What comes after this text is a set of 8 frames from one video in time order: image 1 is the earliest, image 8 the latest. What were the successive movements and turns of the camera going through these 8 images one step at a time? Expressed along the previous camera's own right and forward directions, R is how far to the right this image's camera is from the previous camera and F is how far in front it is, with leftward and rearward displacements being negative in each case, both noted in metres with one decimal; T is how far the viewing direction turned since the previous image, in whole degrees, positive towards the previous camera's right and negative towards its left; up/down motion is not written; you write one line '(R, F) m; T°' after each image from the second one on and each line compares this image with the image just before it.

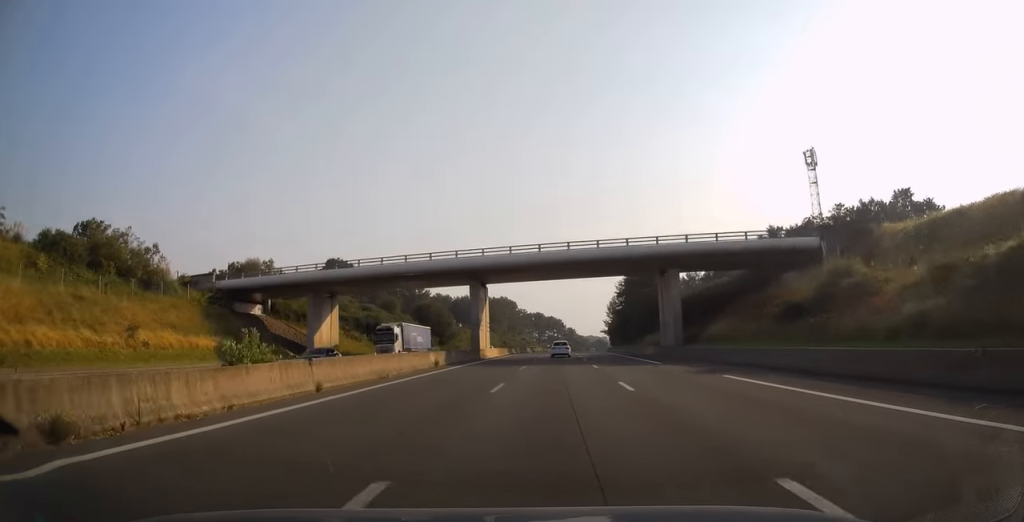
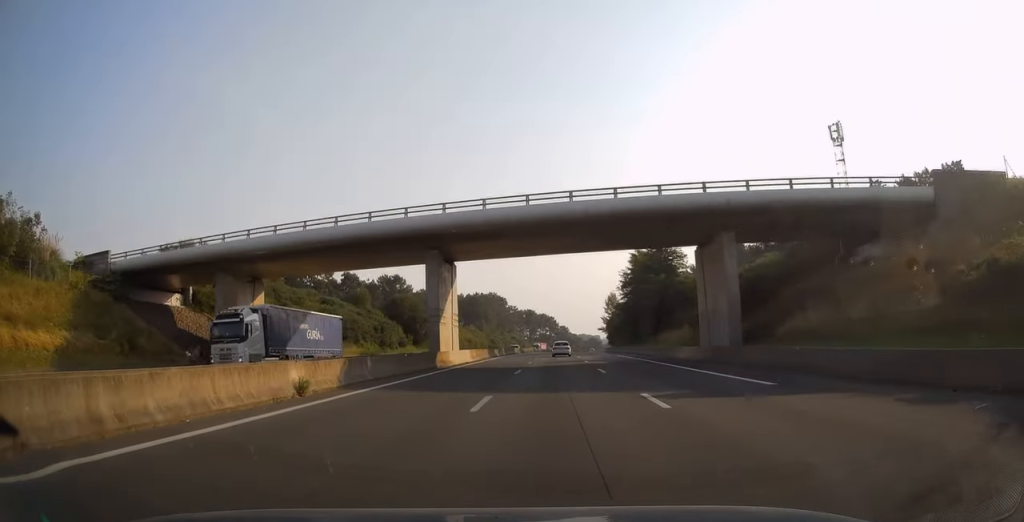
(+0.1, +17.2) m; +1°
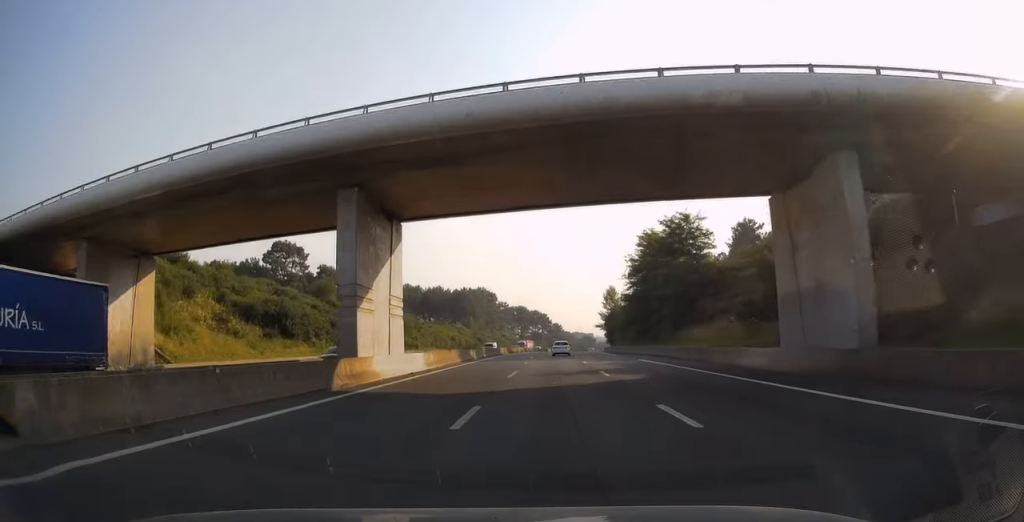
(+0.1, +15.3) m; +1°
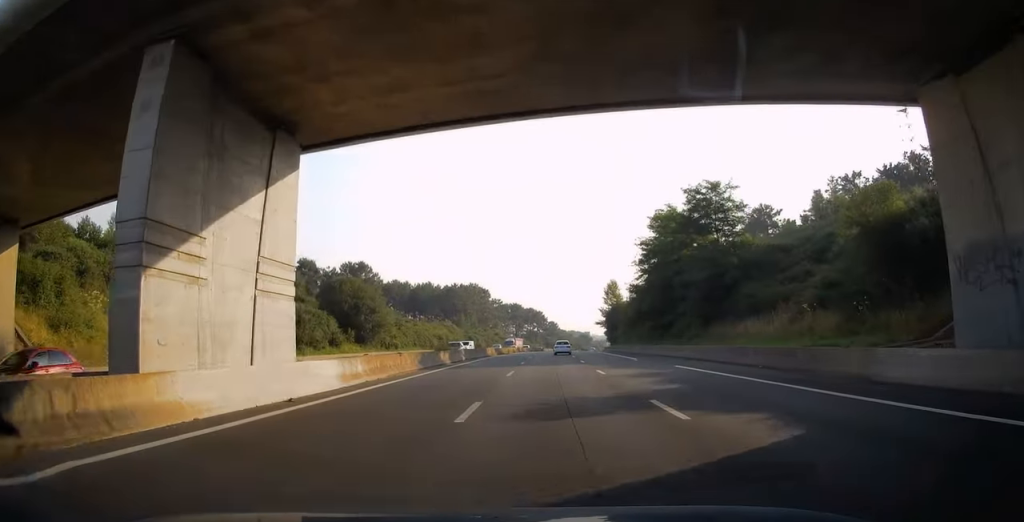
(0.0, +12.3) m; +1°
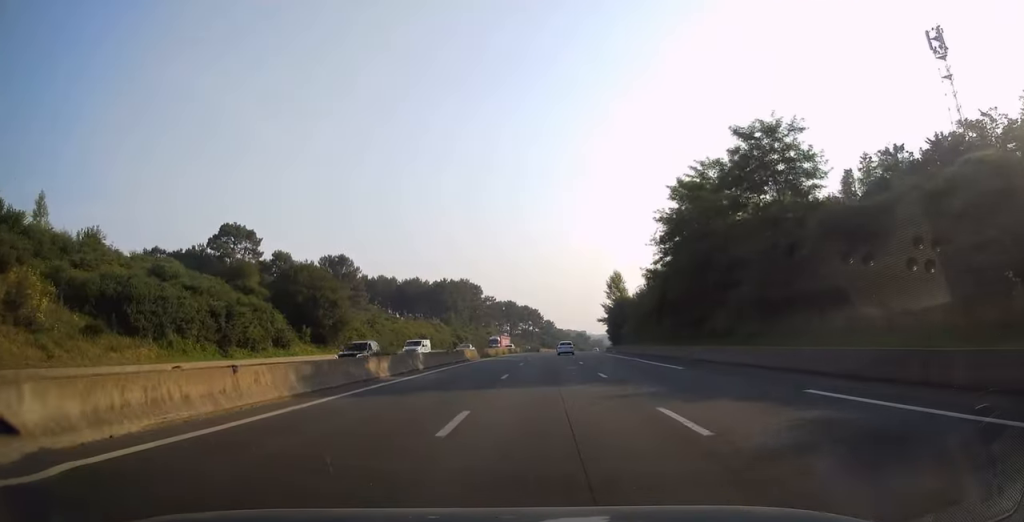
(+0.1, +14.3) m; 0°
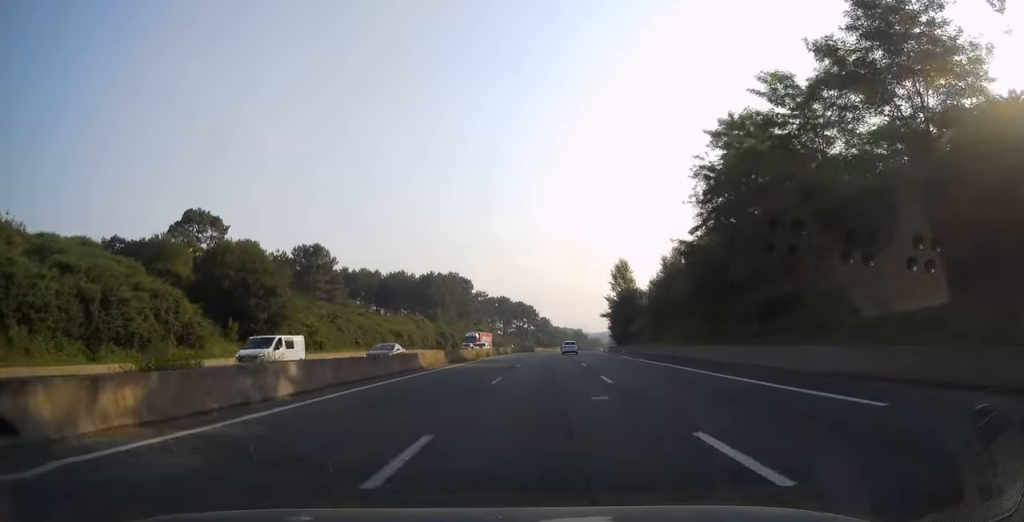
(+0.1, +15.8) m; +1°
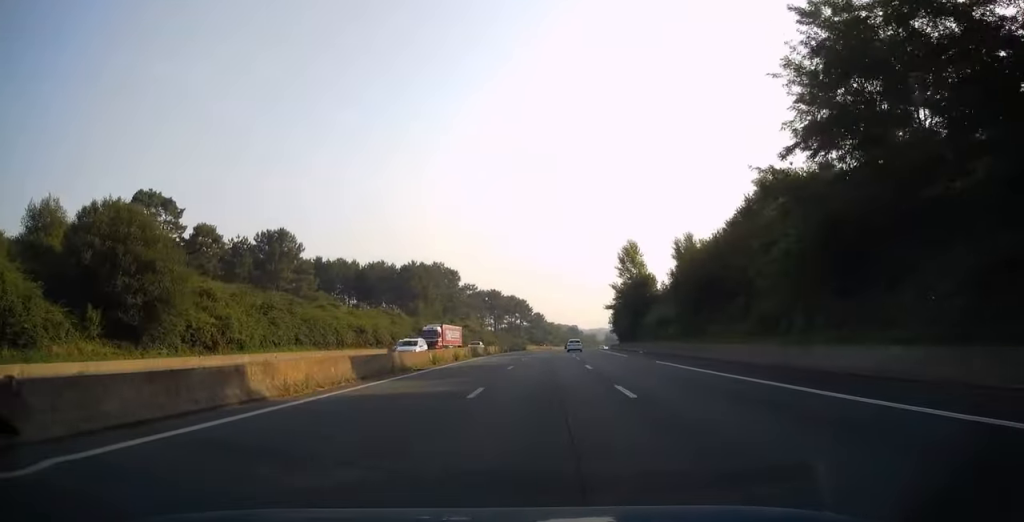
(0.0, +17.9) m; +1°
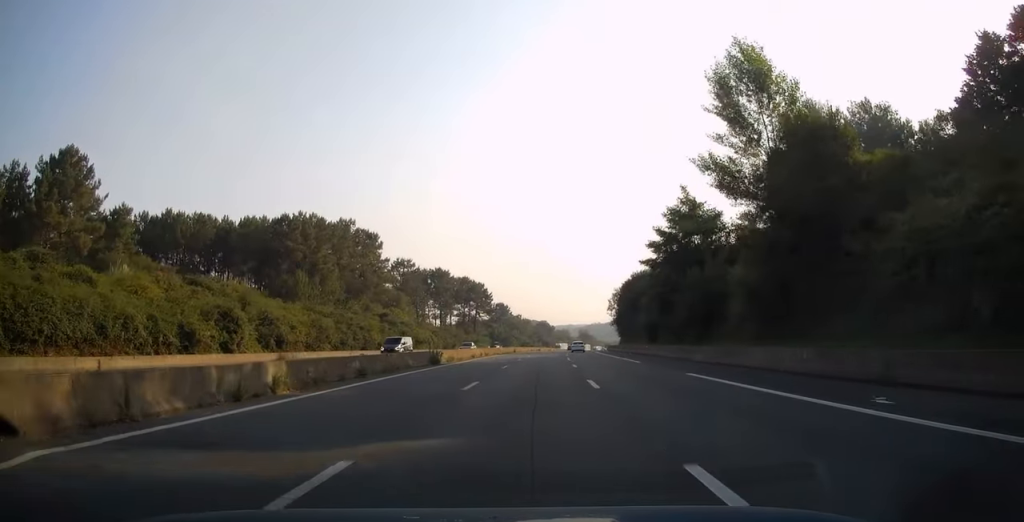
(+1.9, +61.8) m; +4°
